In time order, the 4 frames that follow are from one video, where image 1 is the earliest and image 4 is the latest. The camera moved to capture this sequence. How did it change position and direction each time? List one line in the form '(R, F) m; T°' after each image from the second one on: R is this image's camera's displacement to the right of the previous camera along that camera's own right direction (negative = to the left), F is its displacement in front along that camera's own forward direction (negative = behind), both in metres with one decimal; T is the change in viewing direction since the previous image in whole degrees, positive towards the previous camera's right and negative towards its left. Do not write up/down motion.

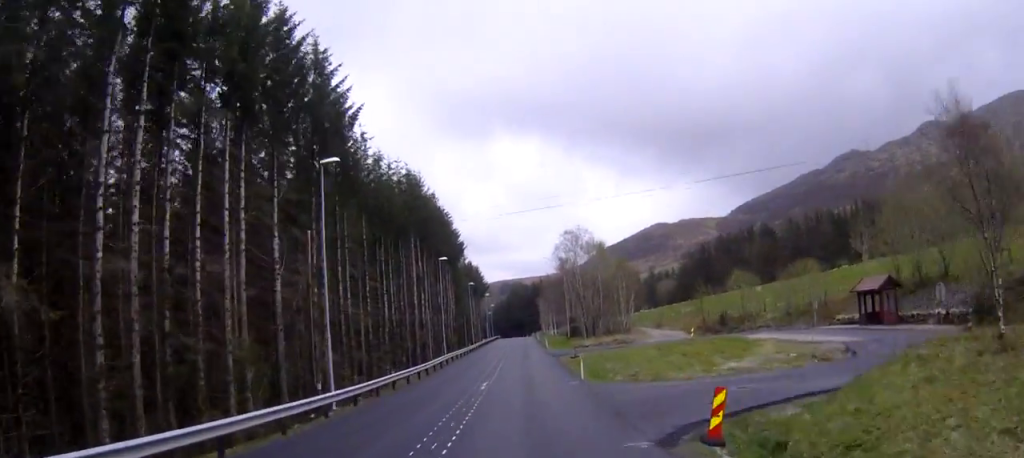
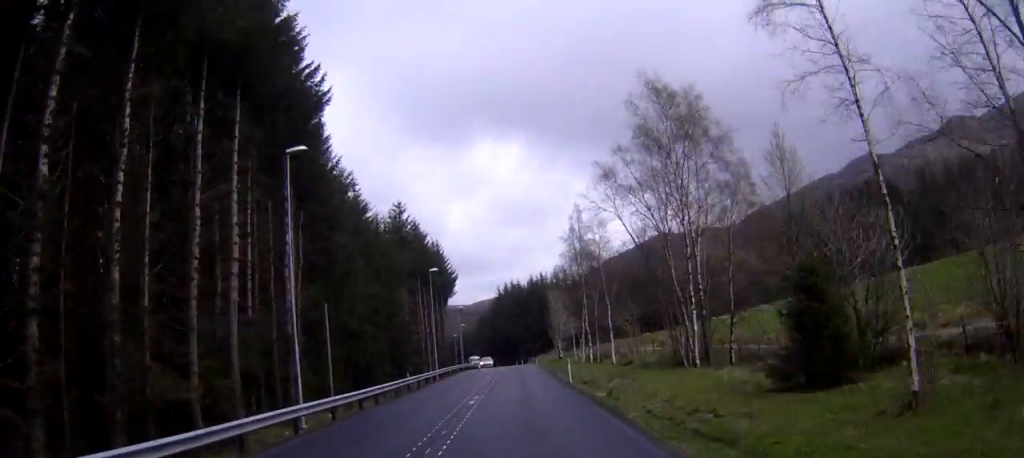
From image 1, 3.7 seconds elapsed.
(+0.2, +93.7) m; 0°
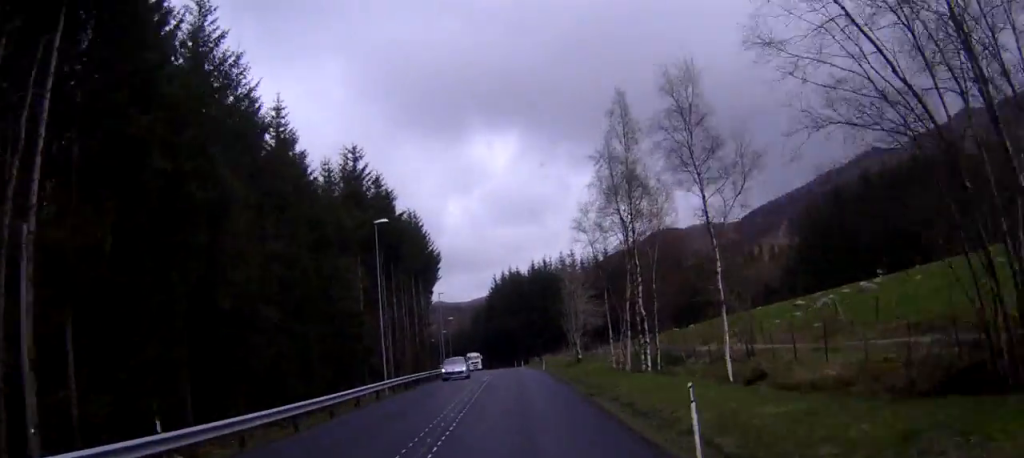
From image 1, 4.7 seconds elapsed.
(-0.2, +27.3) m; 0°
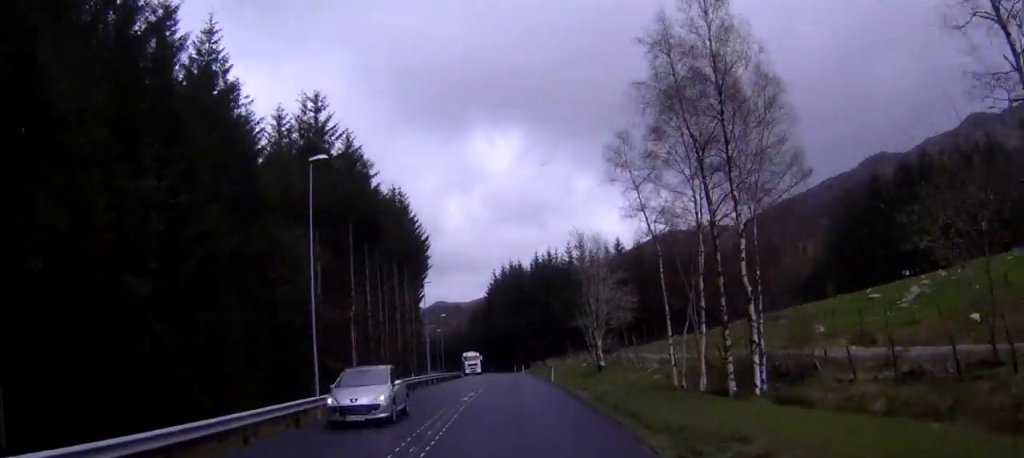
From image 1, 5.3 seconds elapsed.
(+0.2, +15.4) m; 0°
